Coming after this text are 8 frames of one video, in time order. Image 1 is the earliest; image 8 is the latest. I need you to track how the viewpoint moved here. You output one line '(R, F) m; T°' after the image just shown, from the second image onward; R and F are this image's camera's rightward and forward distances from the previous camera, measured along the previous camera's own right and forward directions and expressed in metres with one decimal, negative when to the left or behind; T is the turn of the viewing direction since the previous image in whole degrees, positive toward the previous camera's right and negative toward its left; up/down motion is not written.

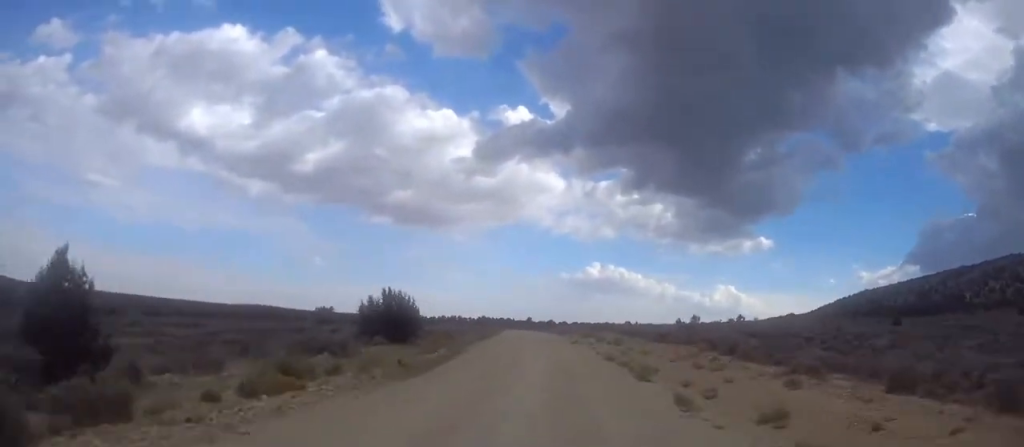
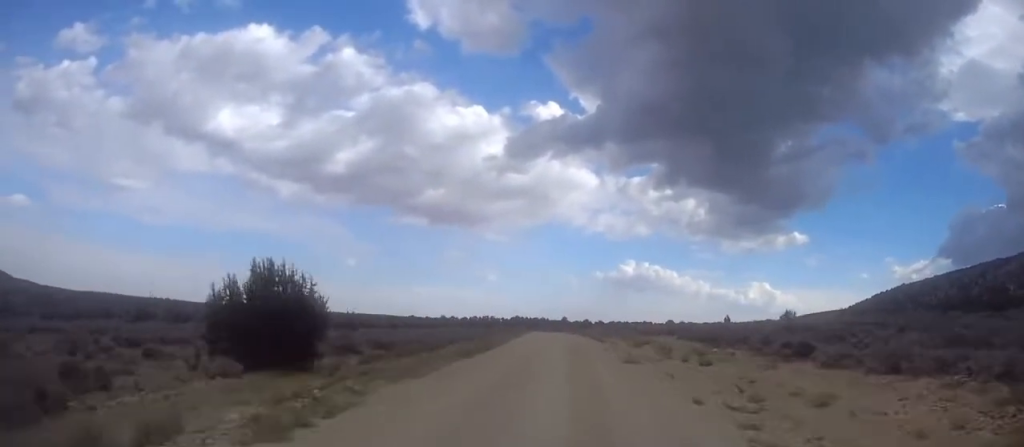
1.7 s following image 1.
(0.0, +21.0) m; -1°
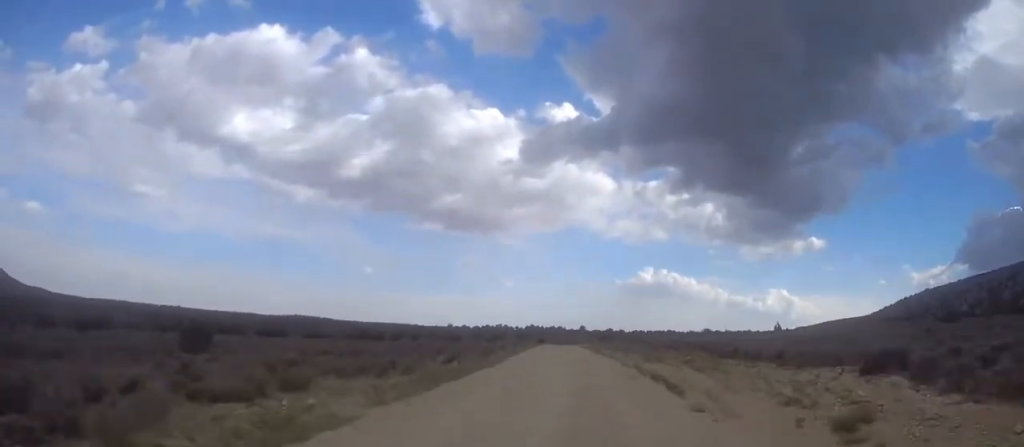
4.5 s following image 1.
(-1.1, +34.1) m; -5°
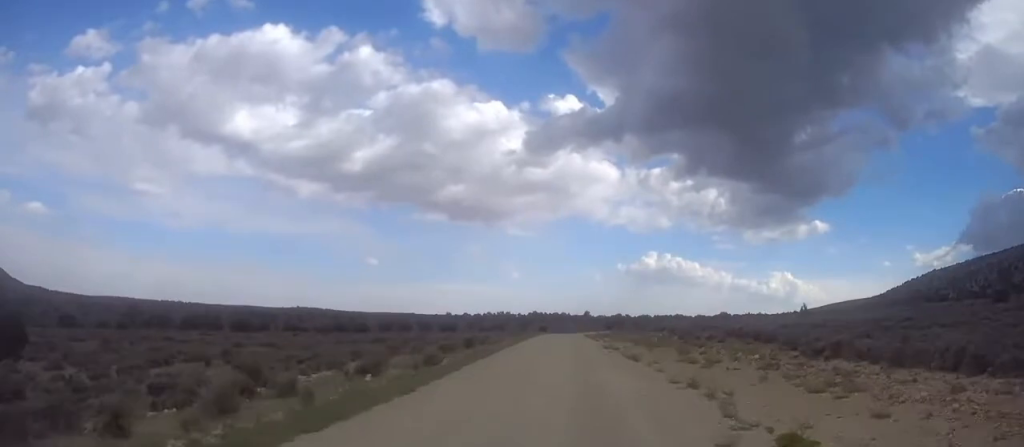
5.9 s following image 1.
(-0.5, +17.3) m; 0°
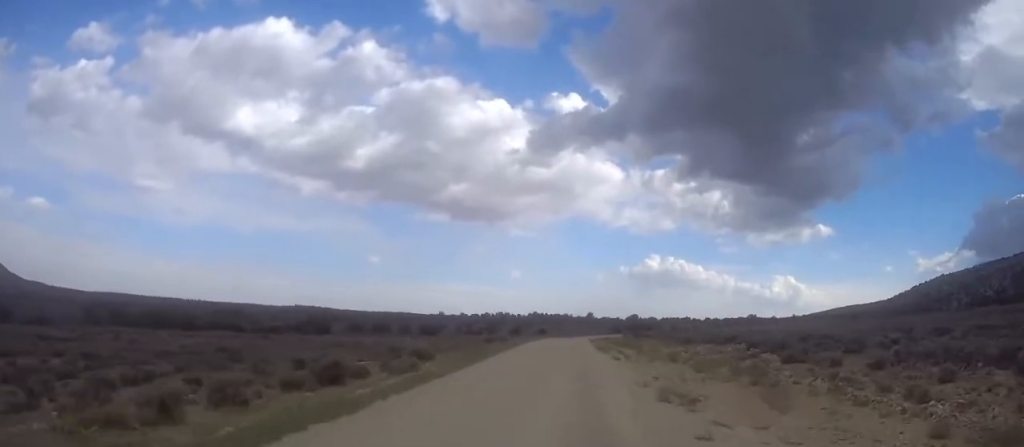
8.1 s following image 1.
(+0.4, +26.7) m; 0°
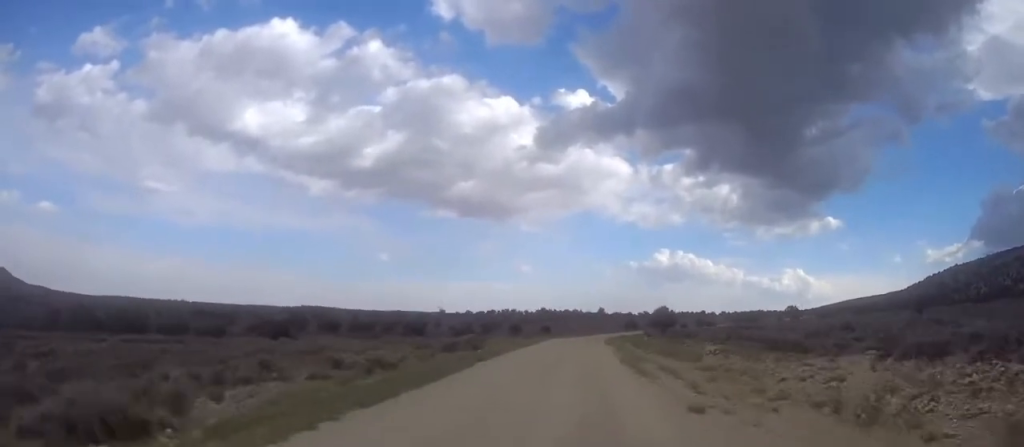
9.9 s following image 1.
(-0.4, +22.9) m; -1°
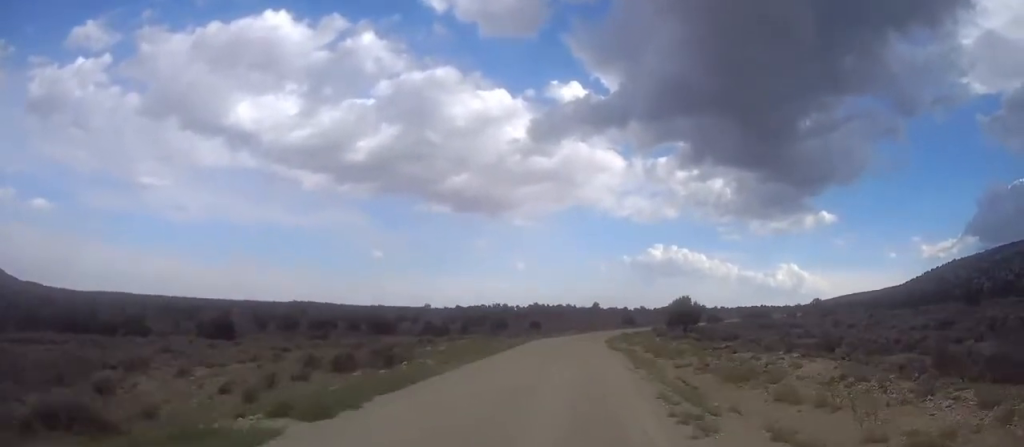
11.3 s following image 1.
(-0.1, +18.1) m; 0°
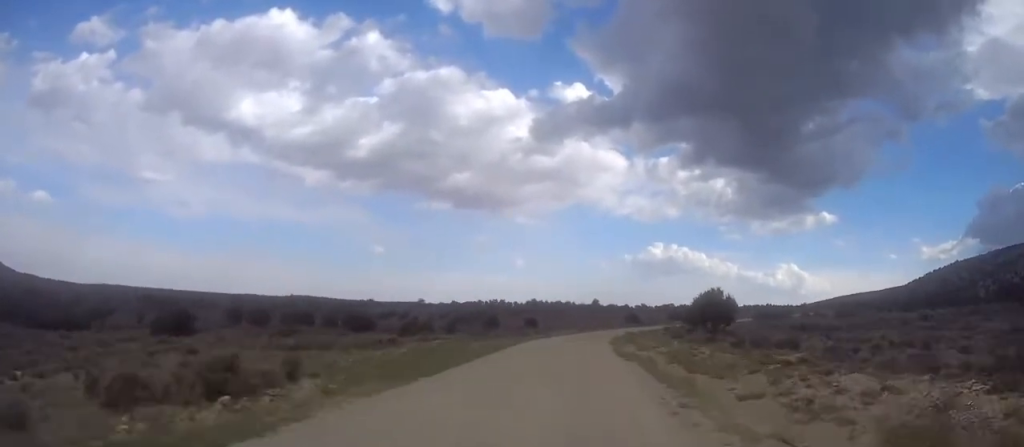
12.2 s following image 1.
(-0.1, +12.1) m; +1°
